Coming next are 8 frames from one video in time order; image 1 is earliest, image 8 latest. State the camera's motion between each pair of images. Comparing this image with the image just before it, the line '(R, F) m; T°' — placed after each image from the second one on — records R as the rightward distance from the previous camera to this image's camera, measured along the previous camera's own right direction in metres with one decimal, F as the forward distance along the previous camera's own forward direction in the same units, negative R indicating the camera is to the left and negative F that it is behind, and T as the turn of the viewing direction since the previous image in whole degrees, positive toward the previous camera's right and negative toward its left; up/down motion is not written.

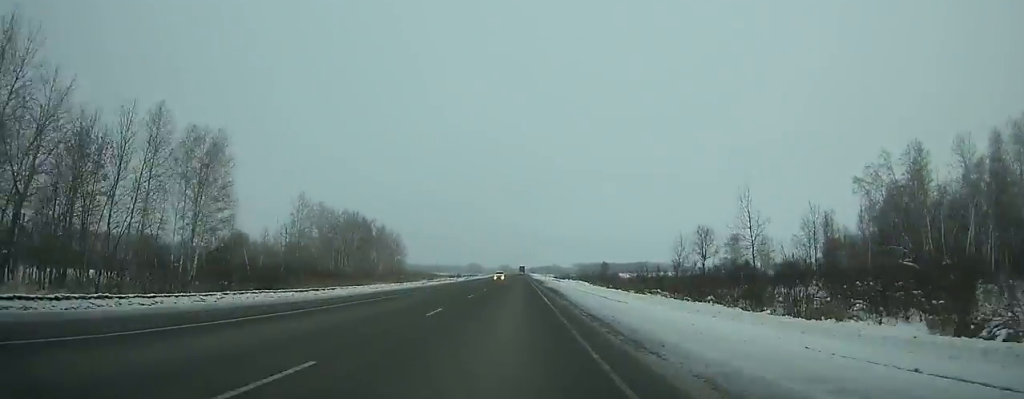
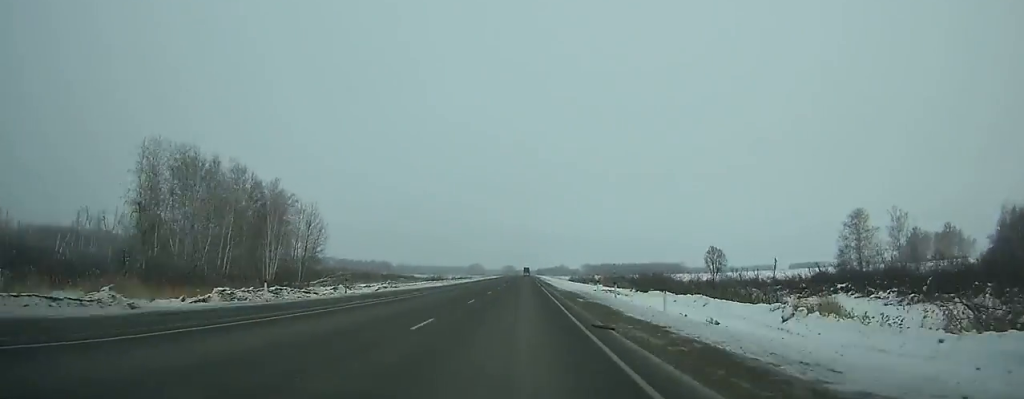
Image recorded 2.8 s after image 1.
(-0.1, +75.8) m; 0°
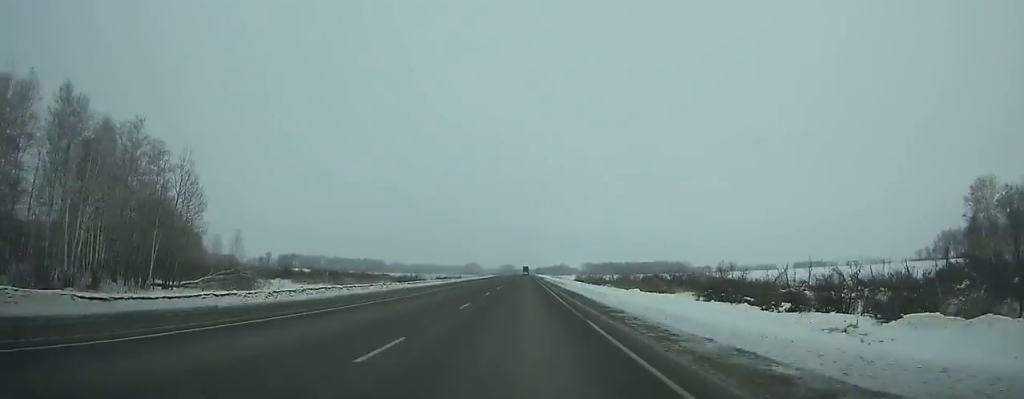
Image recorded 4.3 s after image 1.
(-0.1, +40.8) m; 0°
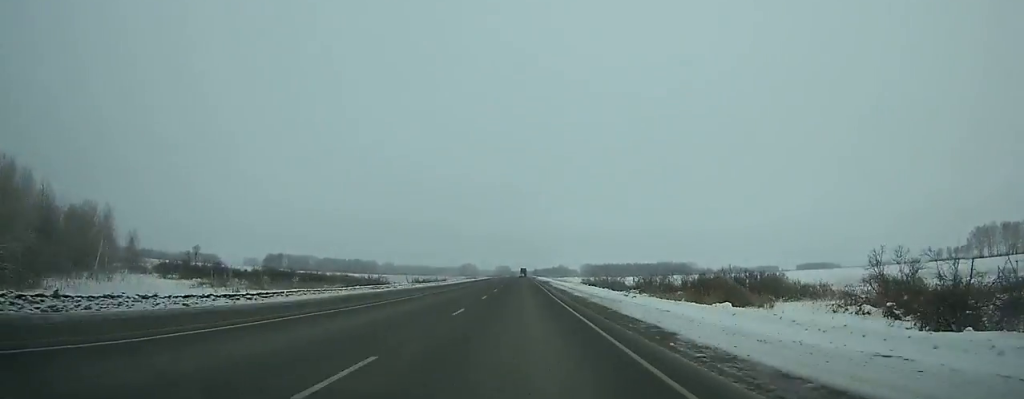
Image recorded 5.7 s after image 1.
(+0.2, +38.5) m; 0°
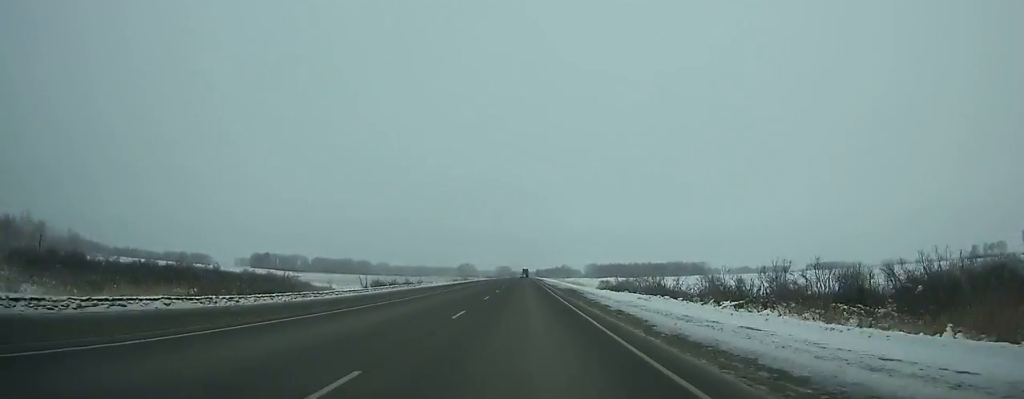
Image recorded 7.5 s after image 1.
(+0.1, +49.6) m; 0°
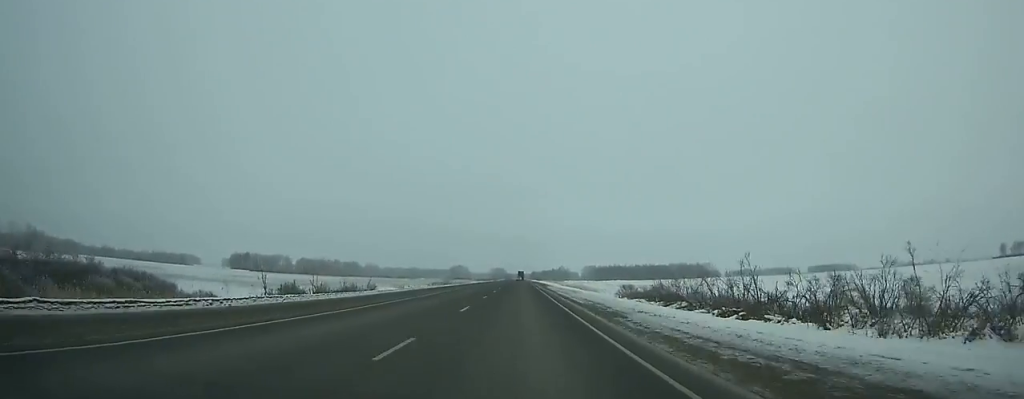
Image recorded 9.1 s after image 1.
(+0.1, +44.3) m; 0°
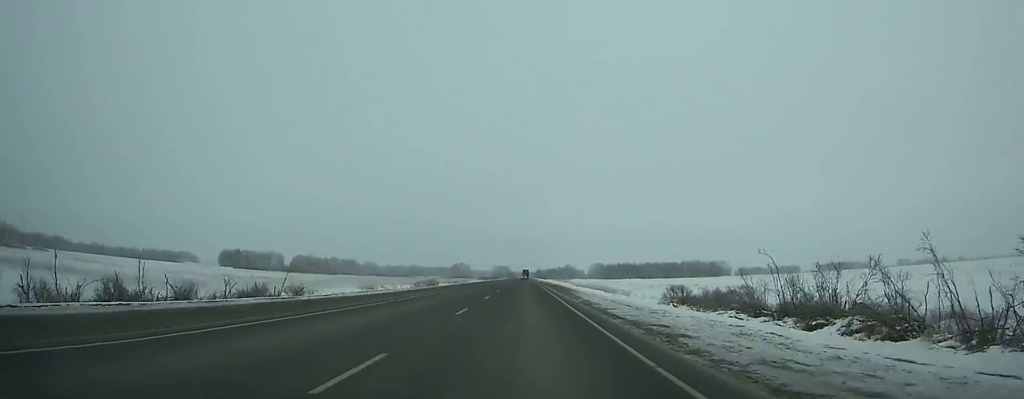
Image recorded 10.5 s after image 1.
(+0.1, +38.8) m; 0°
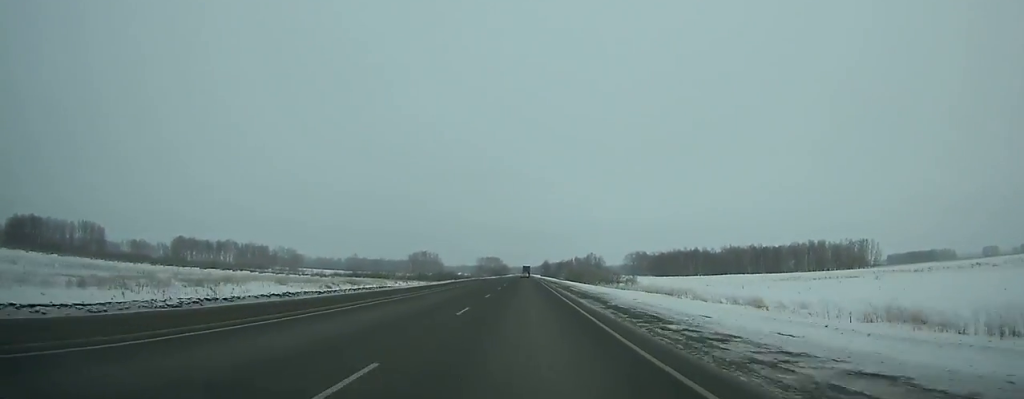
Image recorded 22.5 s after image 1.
(+0.1, +319.2) m; 0°
